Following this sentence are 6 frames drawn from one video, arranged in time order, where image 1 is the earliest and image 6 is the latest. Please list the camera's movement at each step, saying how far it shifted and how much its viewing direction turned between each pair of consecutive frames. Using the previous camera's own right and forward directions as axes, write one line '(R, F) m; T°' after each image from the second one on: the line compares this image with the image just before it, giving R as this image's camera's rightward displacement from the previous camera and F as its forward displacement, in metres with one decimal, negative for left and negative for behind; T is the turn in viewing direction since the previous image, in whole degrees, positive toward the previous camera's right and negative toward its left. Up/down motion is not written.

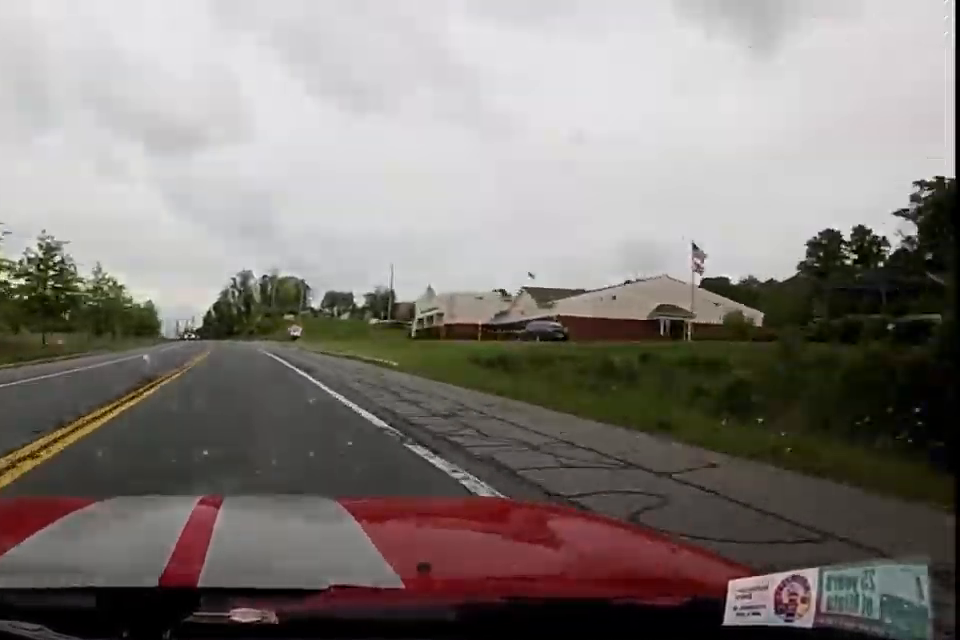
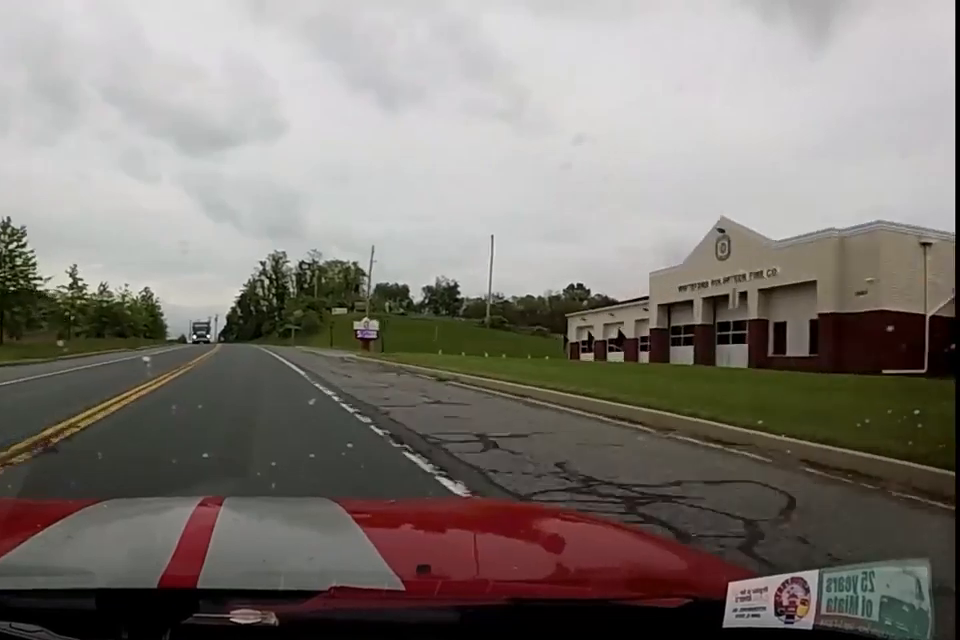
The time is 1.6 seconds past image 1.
(-0.8, +43.9) m; -2°
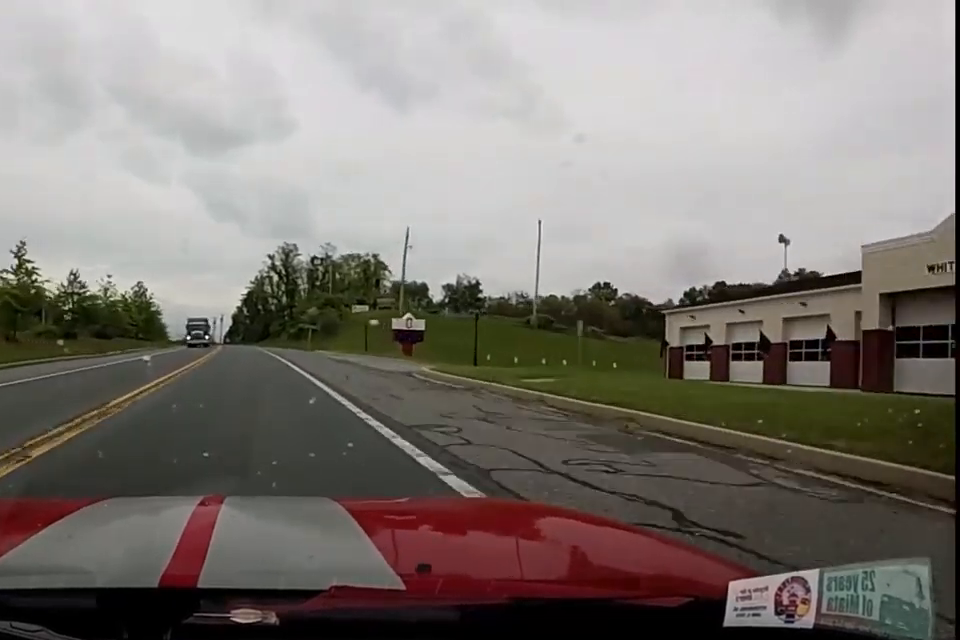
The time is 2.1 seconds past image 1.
(+0.1, +14.0) m; -1°
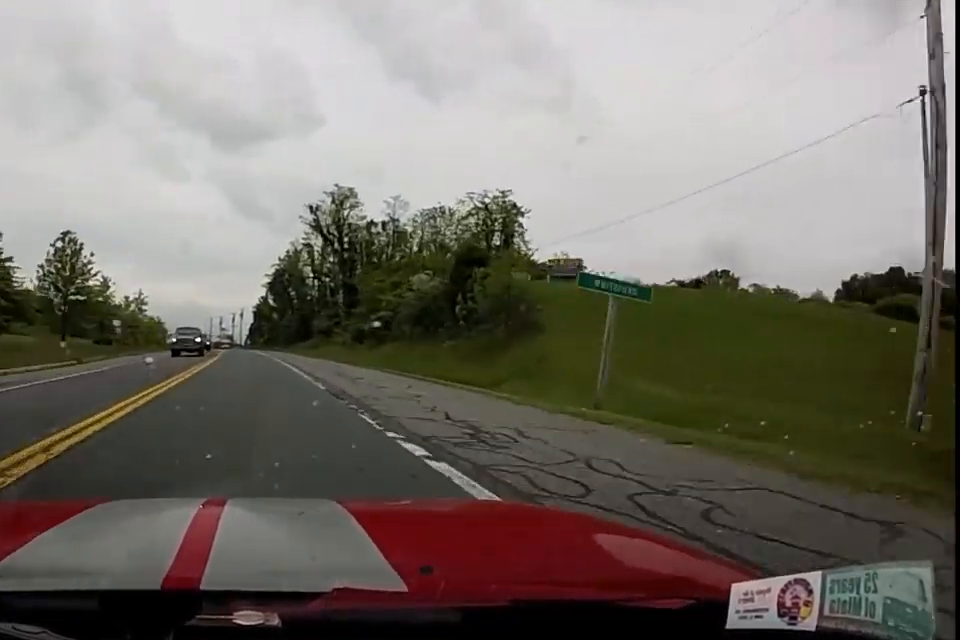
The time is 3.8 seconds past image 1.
(-1.0, +49.9) m; -3°
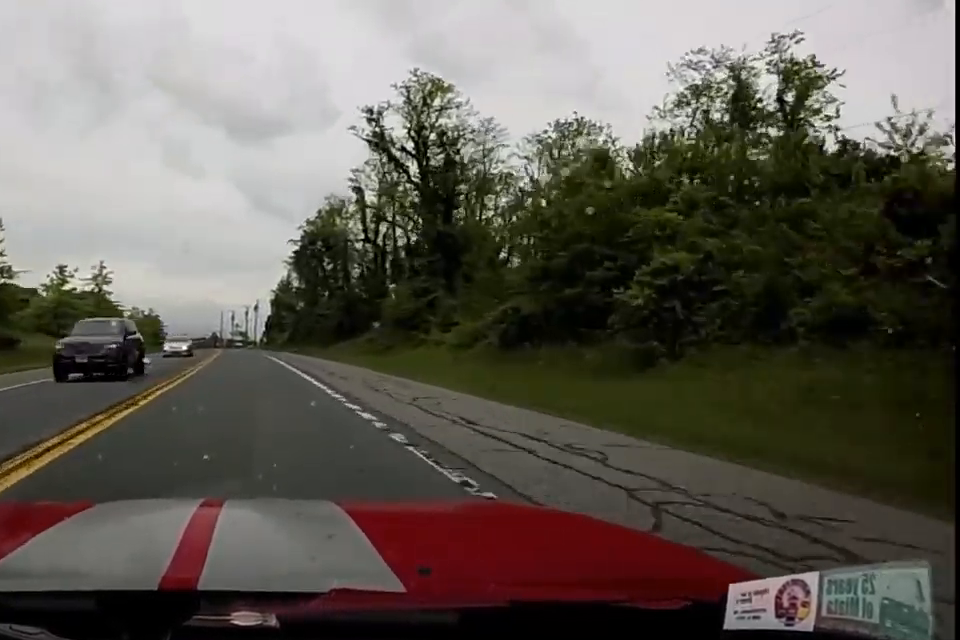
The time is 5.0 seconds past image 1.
(-0.9, +34.2) m; -2°
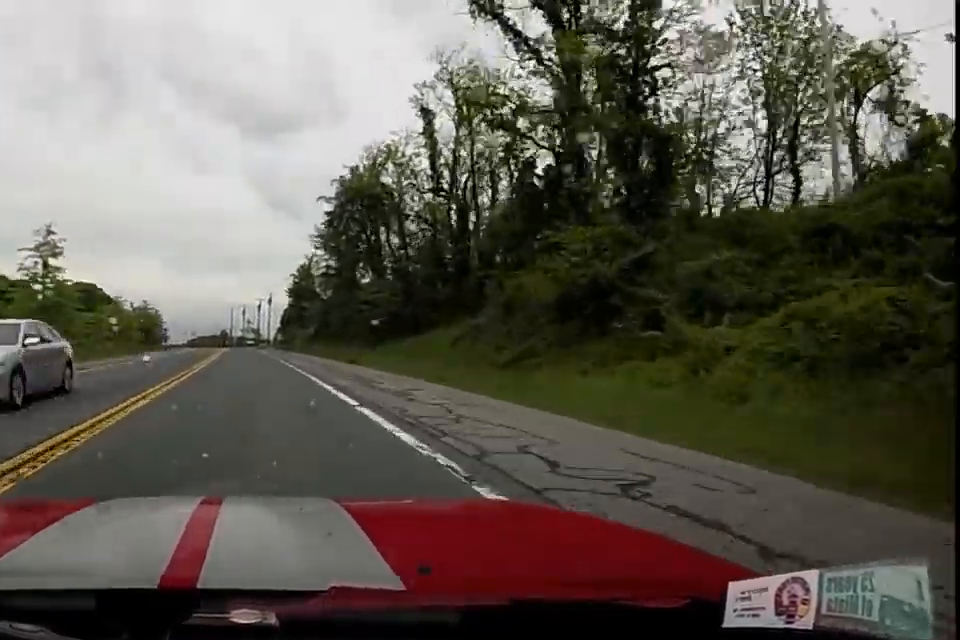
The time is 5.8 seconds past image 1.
(0.0, +20.7) m; 0°
